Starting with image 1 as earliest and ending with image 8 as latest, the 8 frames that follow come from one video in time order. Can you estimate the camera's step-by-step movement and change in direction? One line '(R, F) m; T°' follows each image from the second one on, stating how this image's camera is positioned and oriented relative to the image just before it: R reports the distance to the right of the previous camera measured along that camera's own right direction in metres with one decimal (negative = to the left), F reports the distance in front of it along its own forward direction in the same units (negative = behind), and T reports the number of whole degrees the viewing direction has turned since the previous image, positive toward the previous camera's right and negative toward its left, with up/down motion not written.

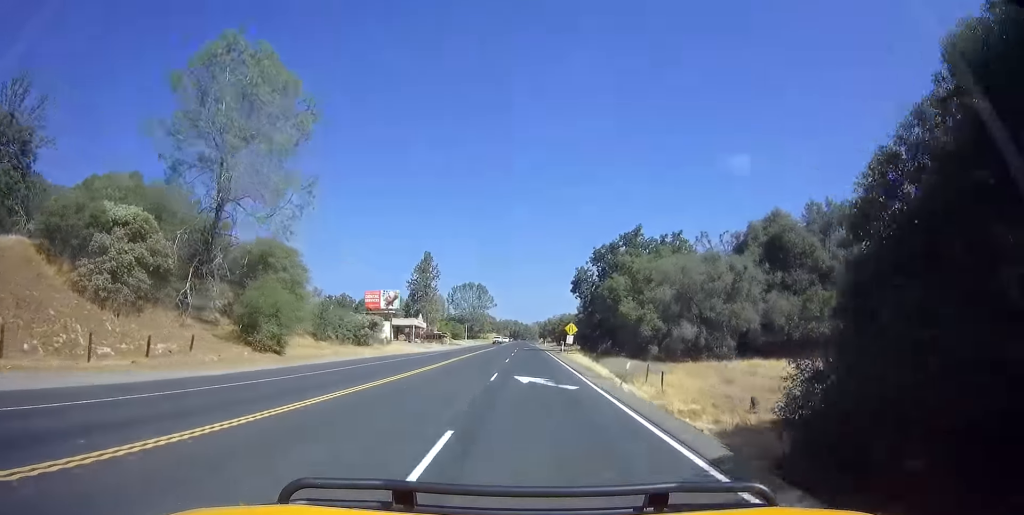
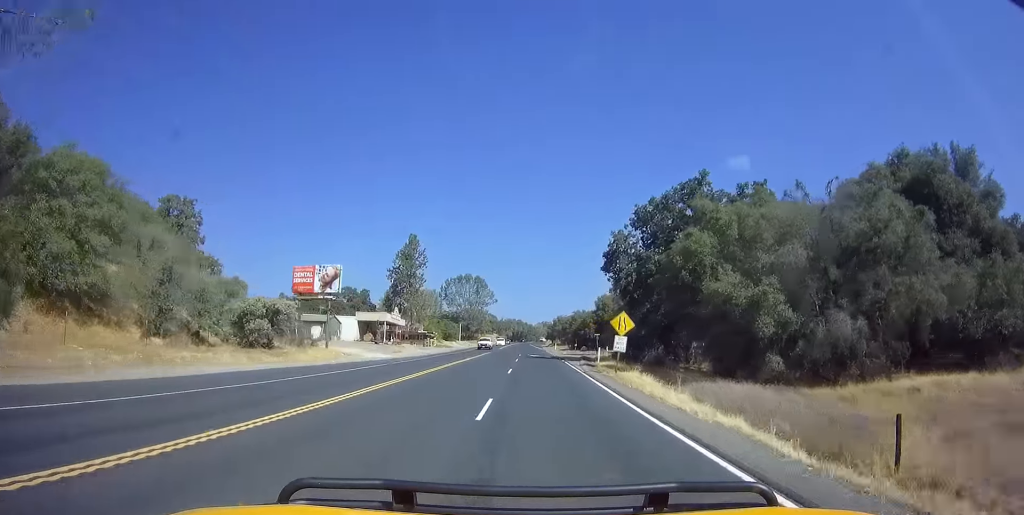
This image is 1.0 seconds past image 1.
(-0.1, +24.4) m; 0°
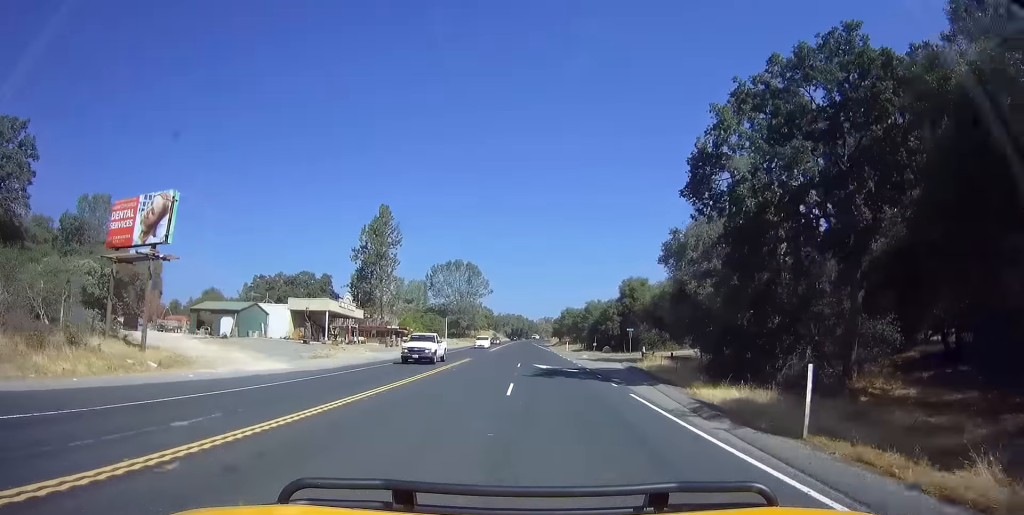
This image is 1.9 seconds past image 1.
(0.0, +24.2) m; -1°
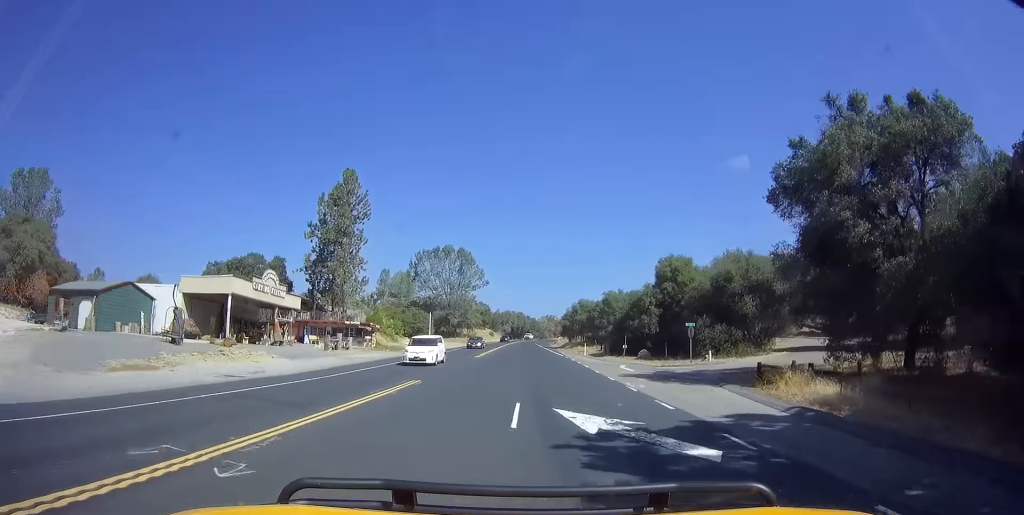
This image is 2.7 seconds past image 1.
(0.0, +19.9) m; -1°
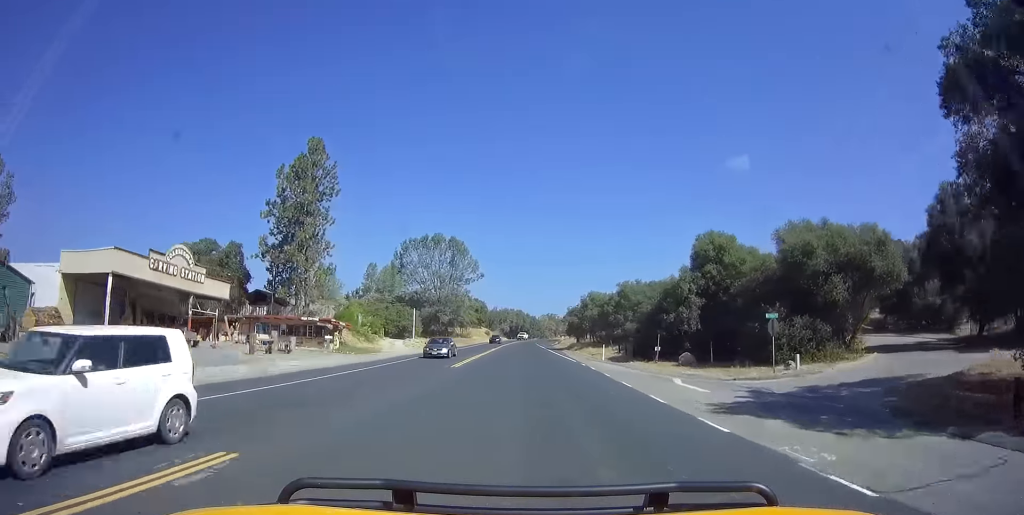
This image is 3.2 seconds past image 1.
(-0.4, +12.4) m; 0°
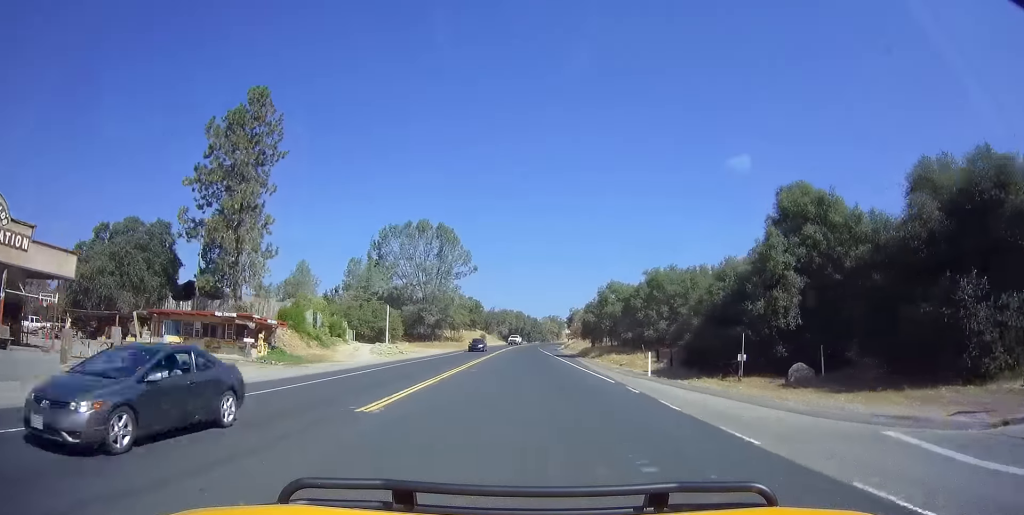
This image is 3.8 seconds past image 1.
(-0.1, +14.9) m; +1°
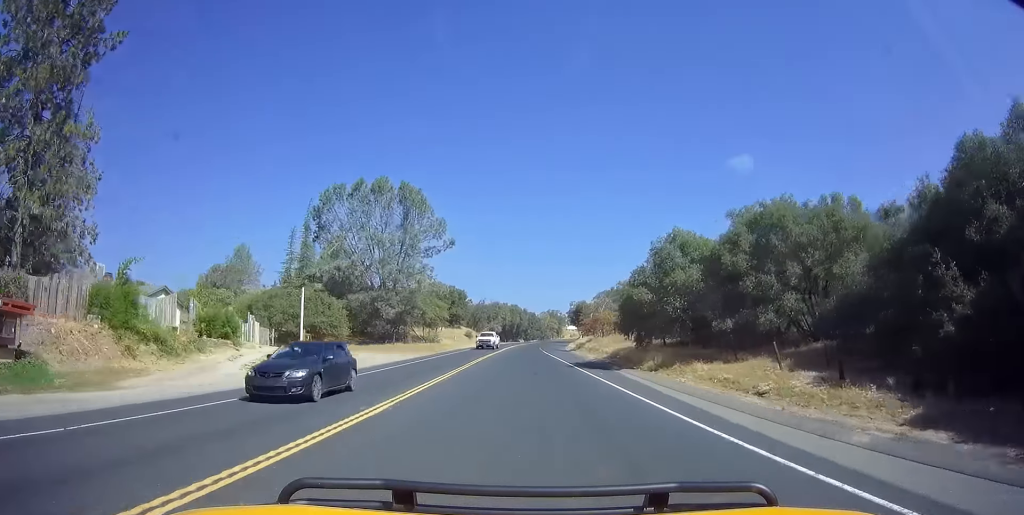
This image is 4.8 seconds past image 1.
(+0.6, +22.9) m; +3°
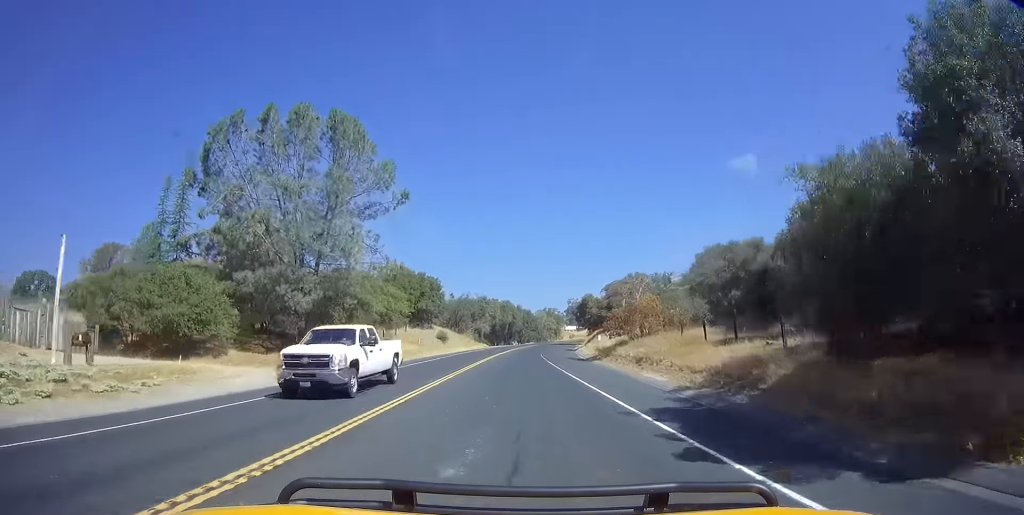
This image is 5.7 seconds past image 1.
(+0.5, +21.9) m; 0°
